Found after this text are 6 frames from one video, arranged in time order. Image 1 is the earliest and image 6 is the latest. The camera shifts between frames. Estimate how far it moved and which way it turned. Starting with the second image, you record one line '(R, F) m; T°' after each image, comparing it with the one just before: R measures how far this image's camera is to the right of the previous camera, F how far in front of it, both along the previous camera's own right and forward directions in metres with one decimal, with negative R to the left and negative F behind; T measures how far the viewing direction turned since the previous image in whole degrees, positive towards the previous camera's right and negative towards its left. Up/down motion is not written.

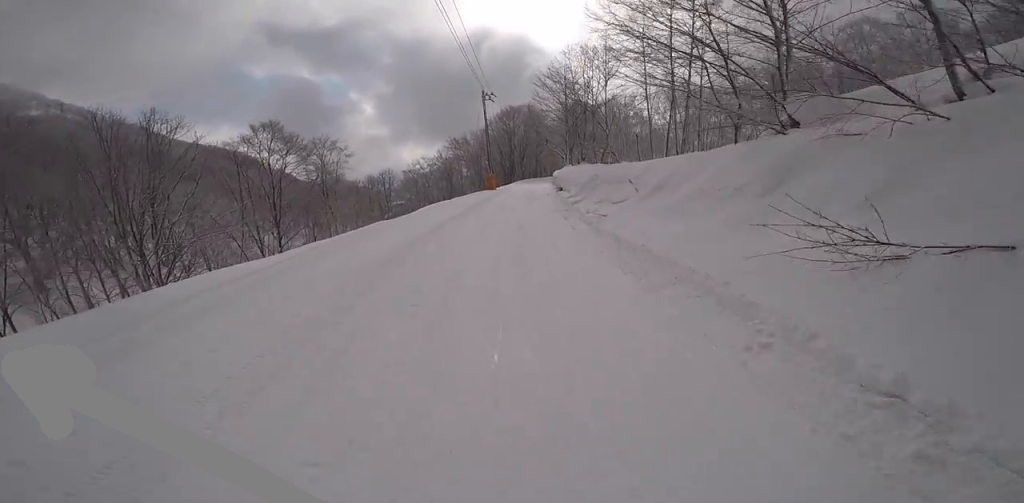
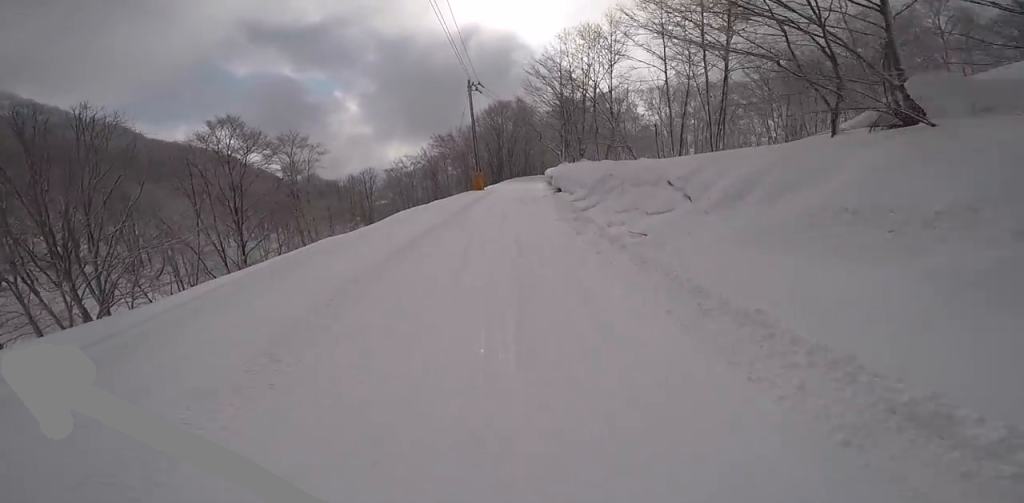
(0.0, +3.6) m; -4°
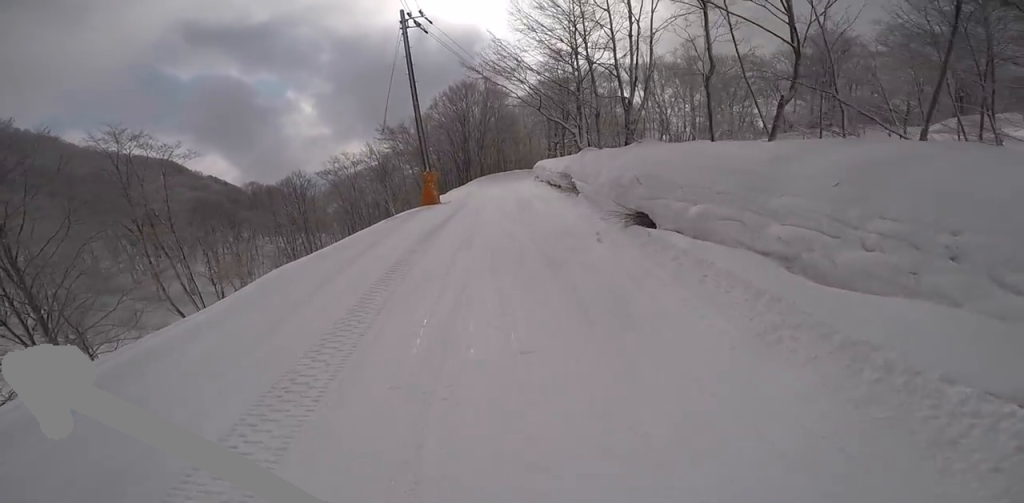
(+1.0, +14.1) m; +5°
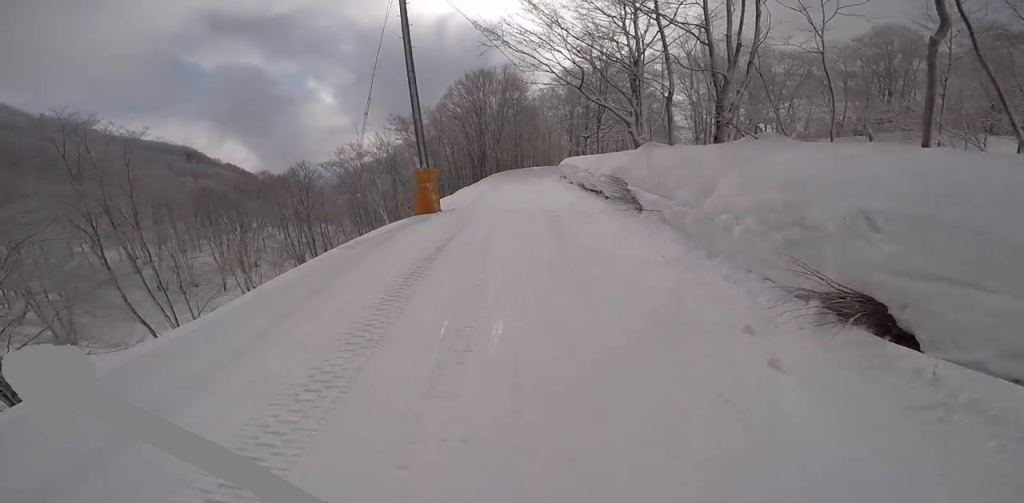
(-1.0, +4.4) m; 0°
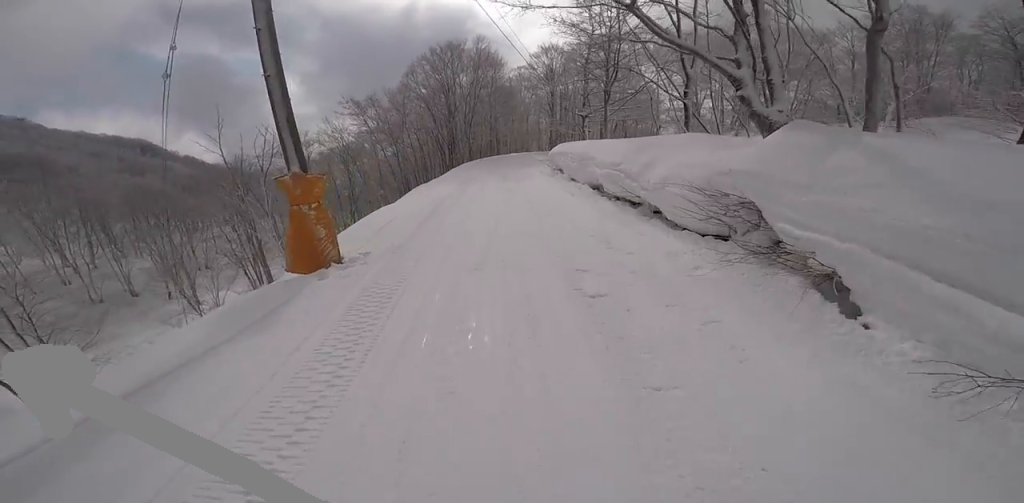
(+0.7, +6.6) m; 0°
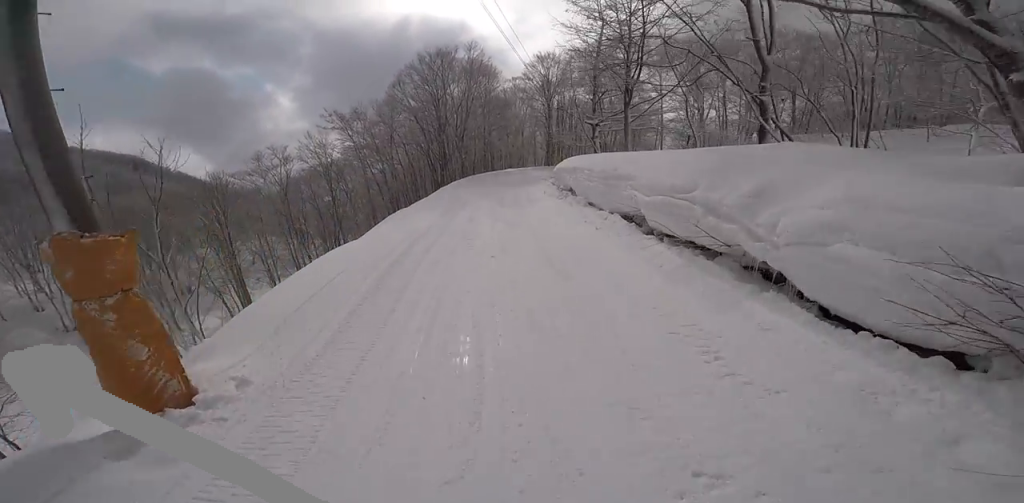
(-0.1, +3.4) m; 0°
